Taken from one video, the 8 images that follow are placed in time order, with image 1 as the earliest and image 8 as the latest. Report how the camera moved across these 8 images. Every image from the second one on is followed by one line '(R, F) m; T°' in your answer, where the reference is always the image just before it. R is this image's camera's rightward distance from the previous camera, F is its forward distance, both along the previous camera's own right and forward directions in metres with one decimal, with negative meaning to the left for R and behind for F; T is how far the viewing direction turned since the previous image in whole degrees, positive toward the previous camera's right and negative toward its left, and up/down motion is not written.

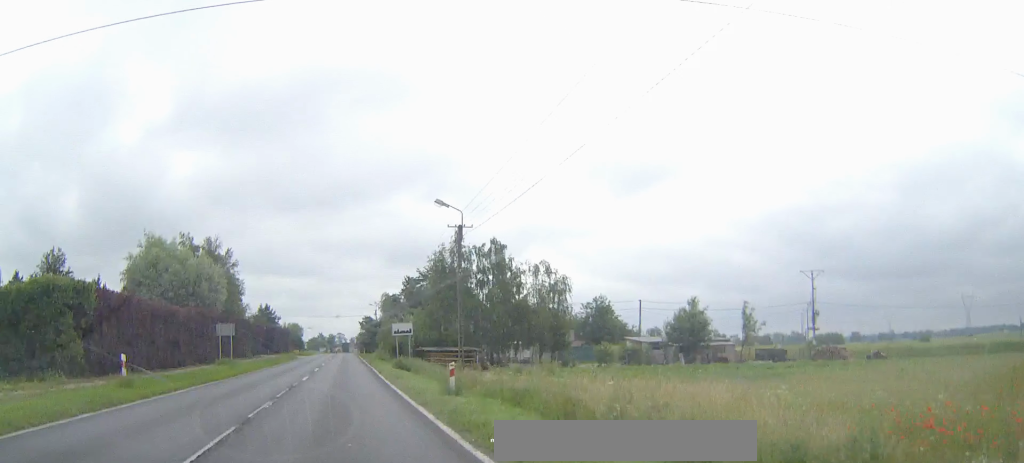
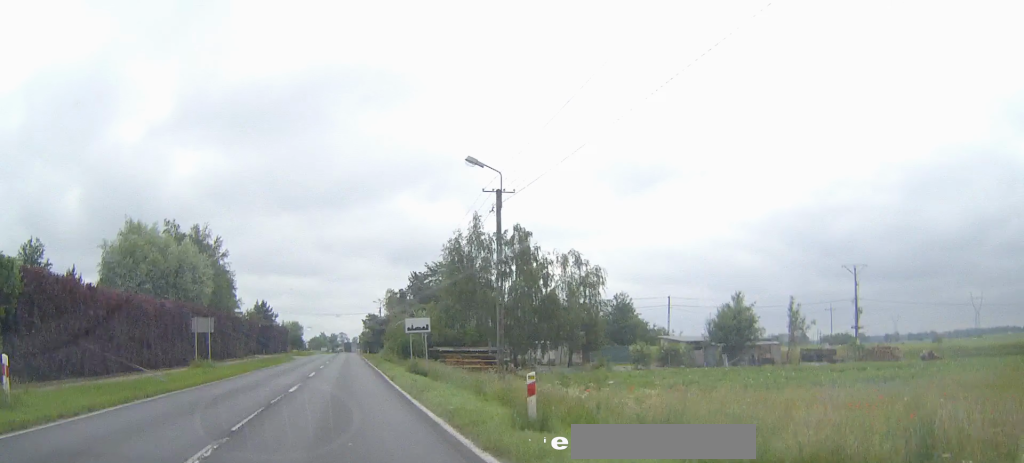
(0.0, +7.5) m; 0°
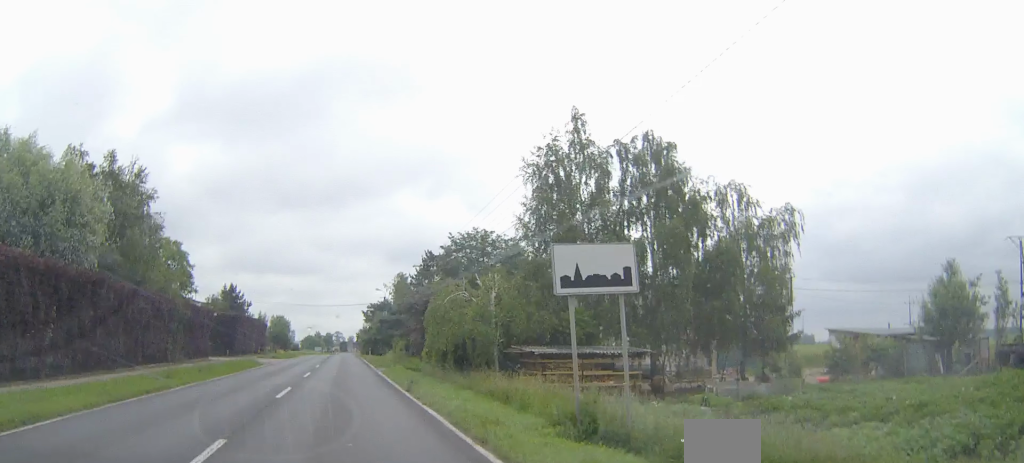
(0.0, +25.8) m; 0°
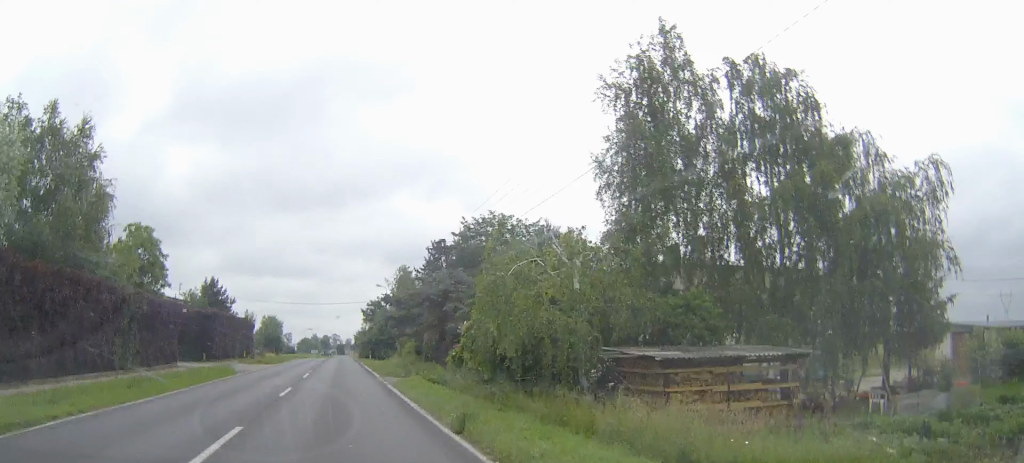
(0.0, +9.6) m; 0°
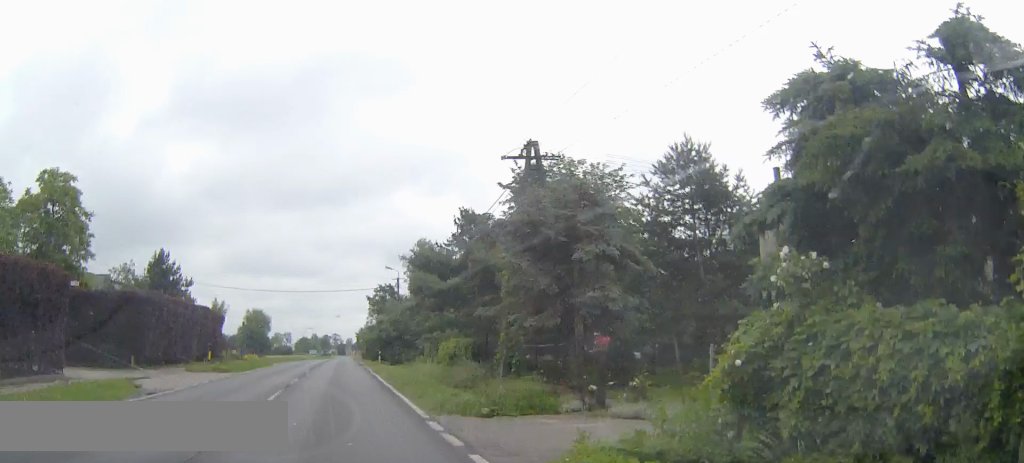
(+0.1, +20.4) m; 0°
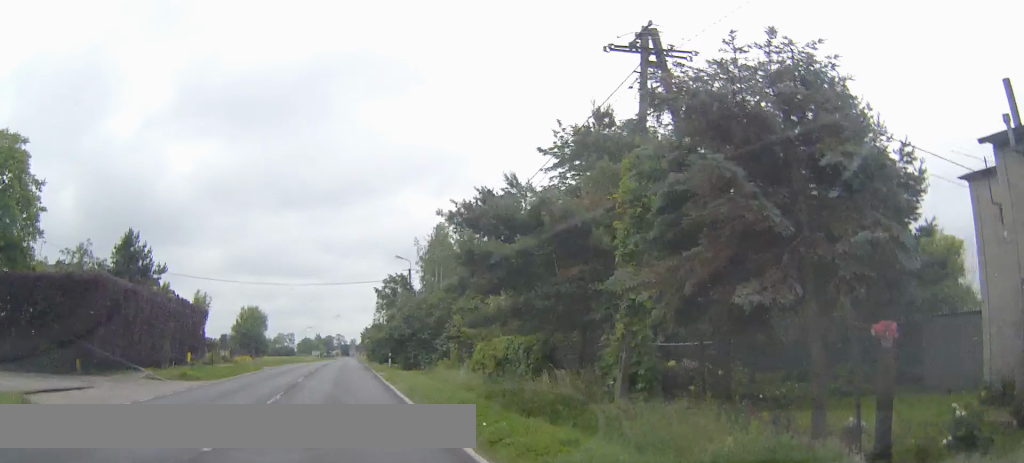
(+0.1, +8.4) m; 0°
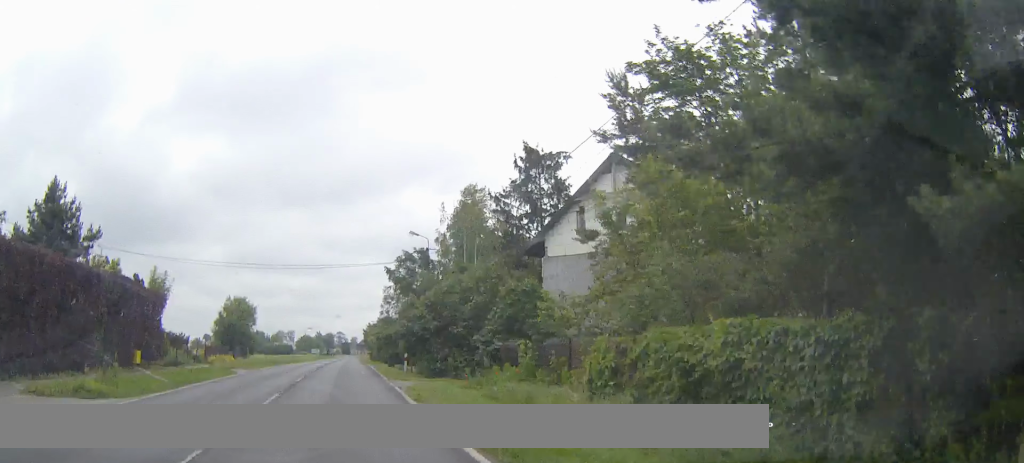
(-0.1, +11.9) m; 0°
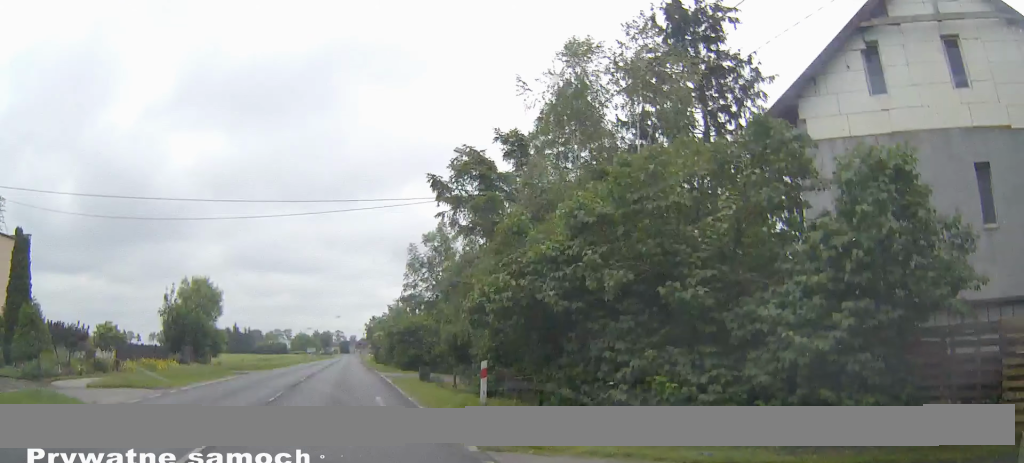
(-0.1, +20.8) m; 0°
